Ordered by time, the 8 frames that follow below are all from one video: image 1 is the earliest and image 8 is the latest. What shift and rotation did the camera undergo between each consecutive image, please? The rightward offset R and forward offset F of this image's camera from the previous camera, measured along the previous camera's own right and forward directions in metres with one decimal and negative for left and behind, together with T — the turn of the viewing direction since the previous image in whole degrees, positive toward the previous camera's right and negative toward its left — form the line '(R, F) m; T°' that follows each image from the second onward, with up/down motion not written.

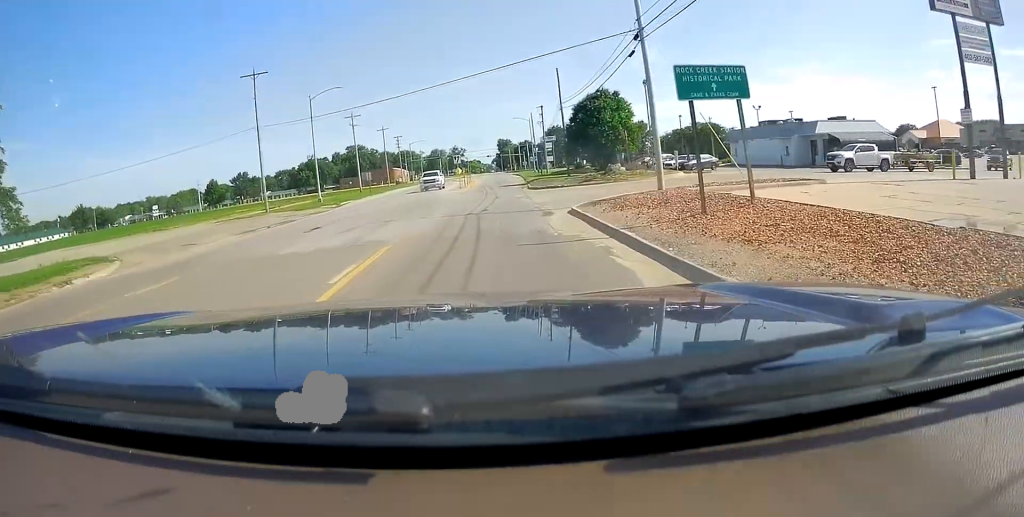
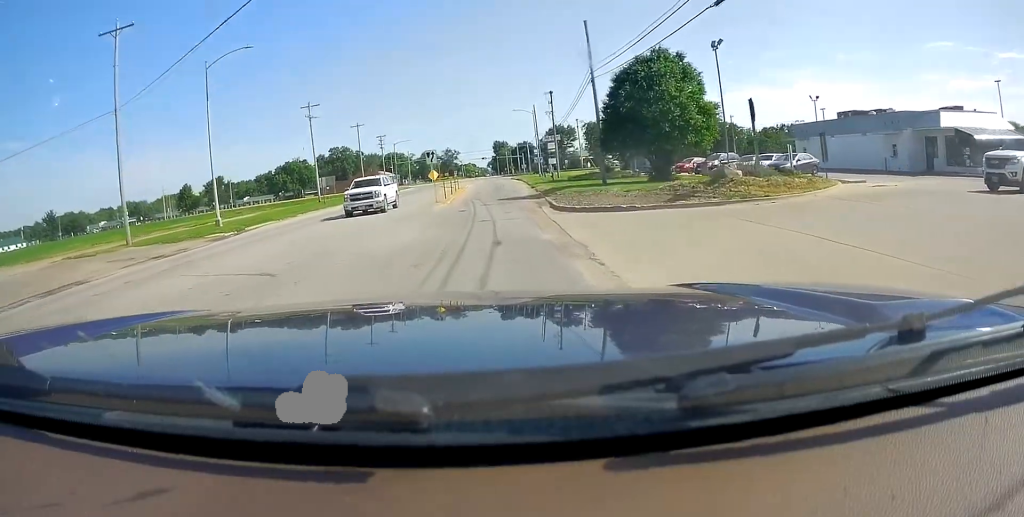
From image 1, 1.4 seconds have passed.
(0.0, +19.3) m; 0°
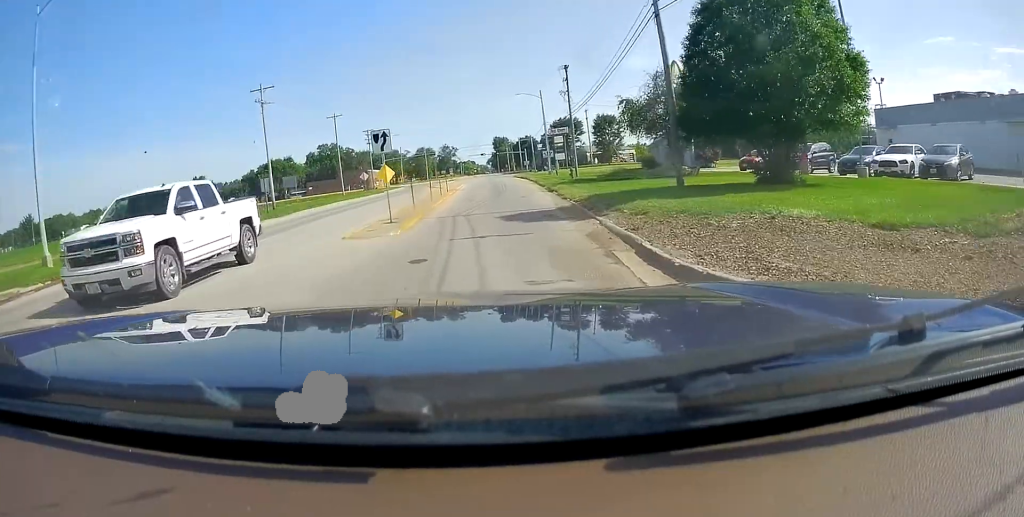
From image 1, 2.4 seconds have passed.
(0.0, +14.8) m; 0°
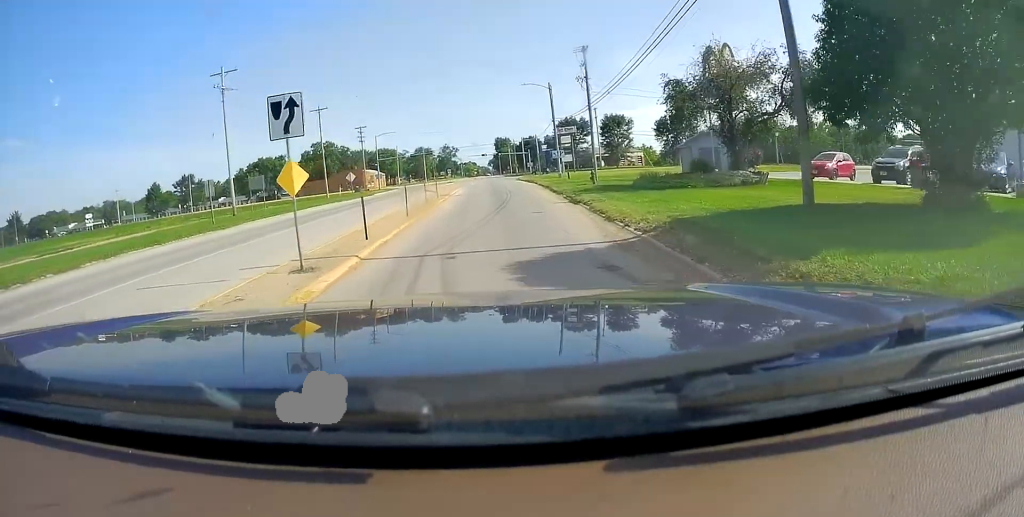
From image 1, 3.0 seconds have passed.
(0.0, +9.0) m; 0°
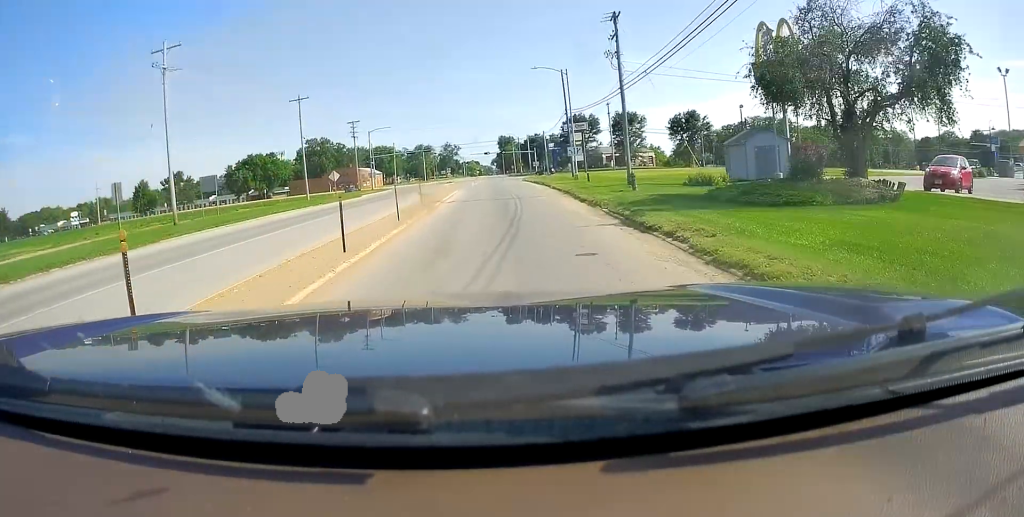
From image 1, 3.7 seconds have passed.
(0.0, +9.8) m; 0°
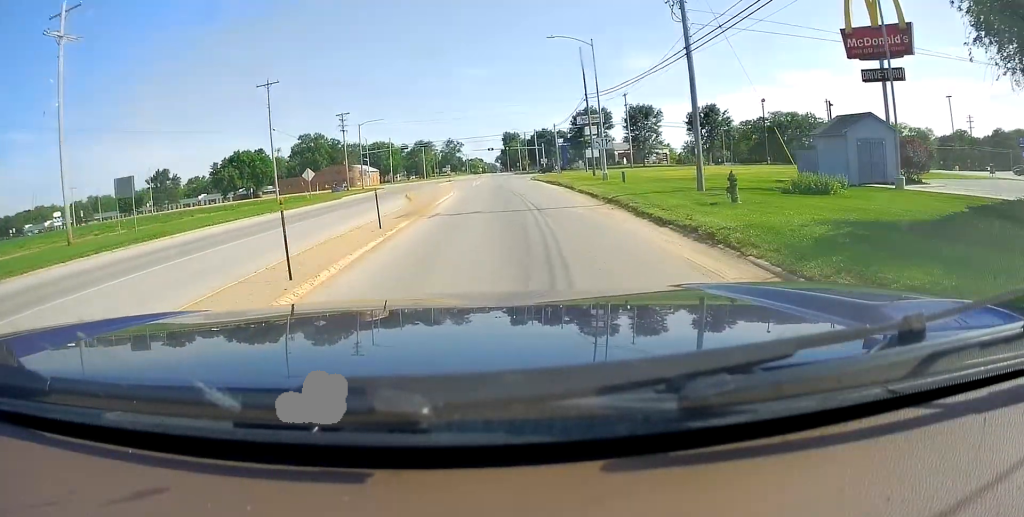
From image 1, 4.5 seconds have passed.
(0.0, +11.1) m; 0°
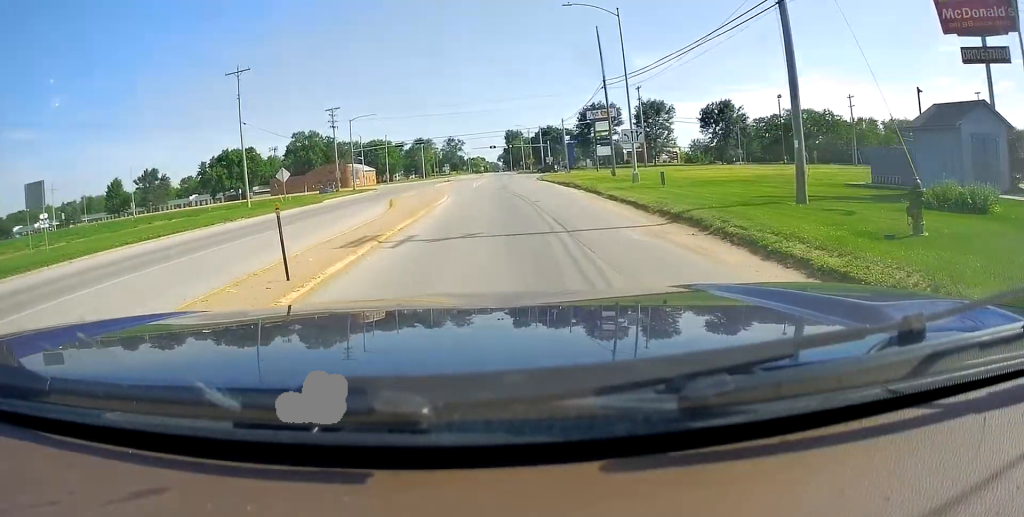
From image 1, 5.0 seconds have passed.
(0.0, +7.8) m; 0°
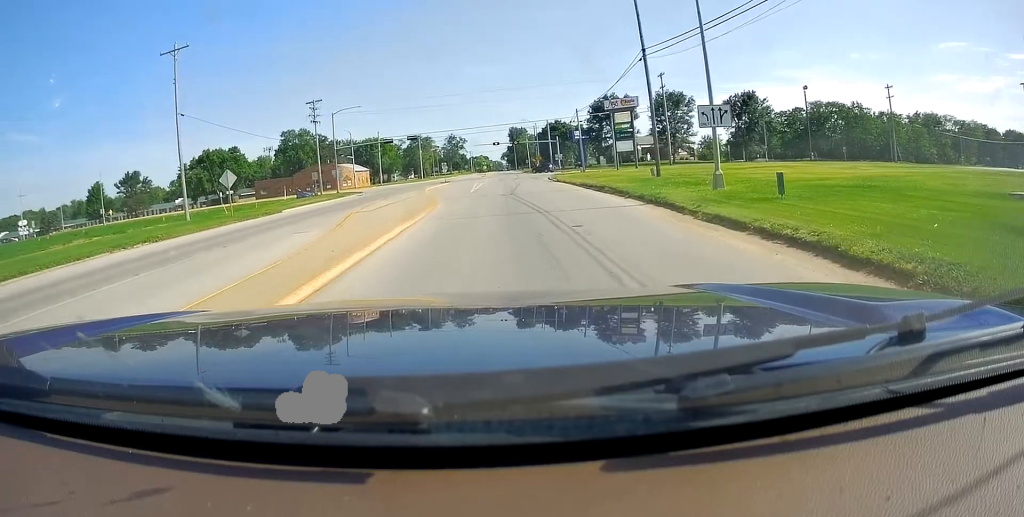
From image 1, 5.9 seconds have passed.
(0.0, +11.7) m; -1°
